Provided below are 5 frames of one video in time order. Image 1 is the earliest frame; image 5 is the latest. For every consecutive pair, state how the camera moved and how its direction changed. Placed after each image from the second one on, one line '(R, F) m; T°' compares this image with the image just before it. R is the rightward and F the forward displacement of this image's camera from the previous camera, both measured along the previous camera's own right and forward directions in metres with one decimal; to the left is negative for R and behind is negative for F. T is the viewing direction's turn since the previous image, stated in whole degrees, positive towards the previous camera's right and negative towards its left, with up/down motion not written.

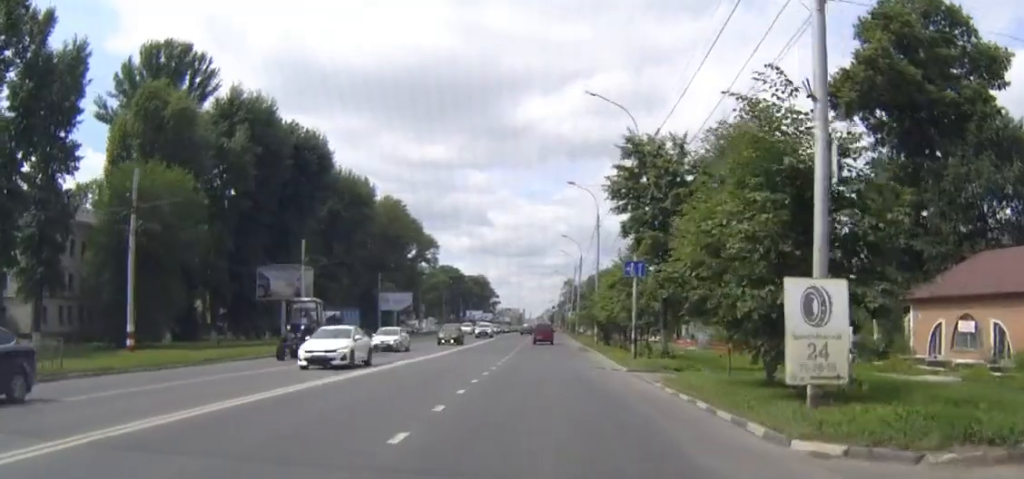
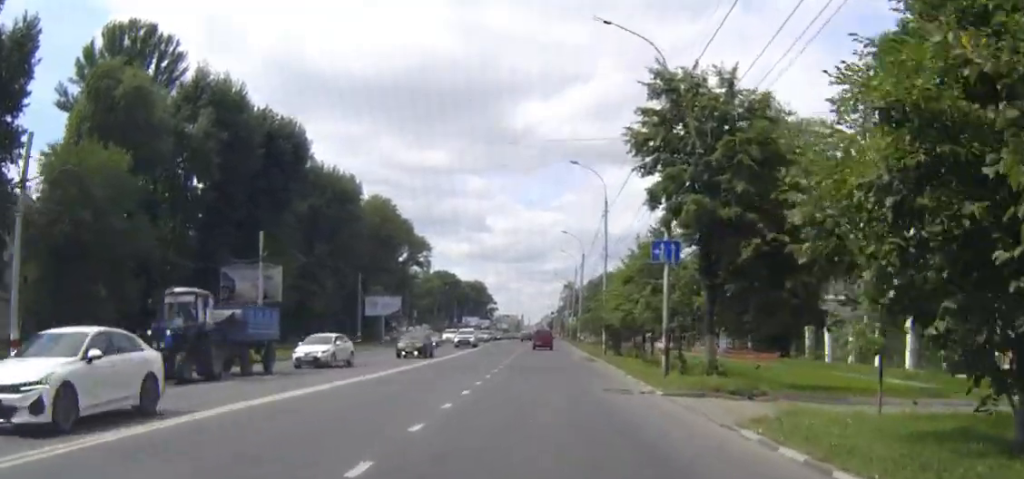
(0.0, +10.0) m; 0°
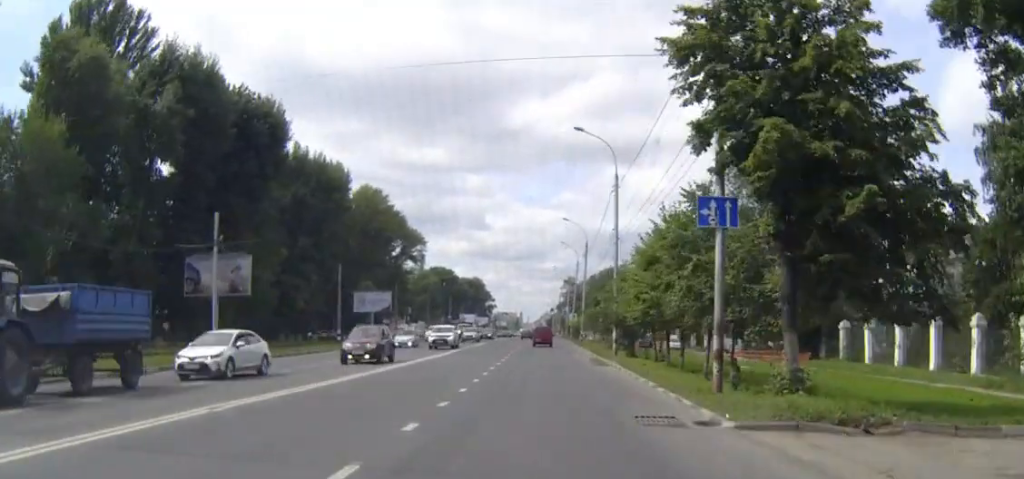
(0.0, +8.2) m; 0°
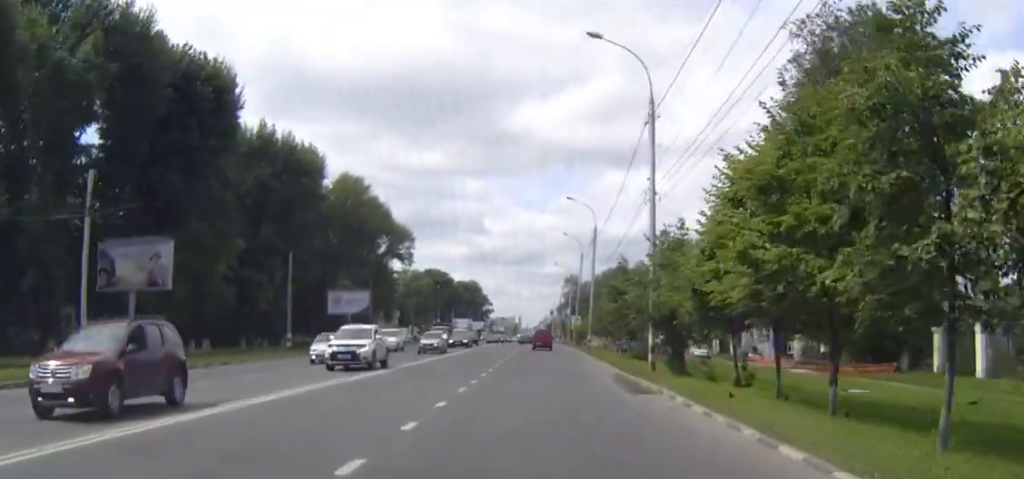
(+0.1, +15.3) m; 0°
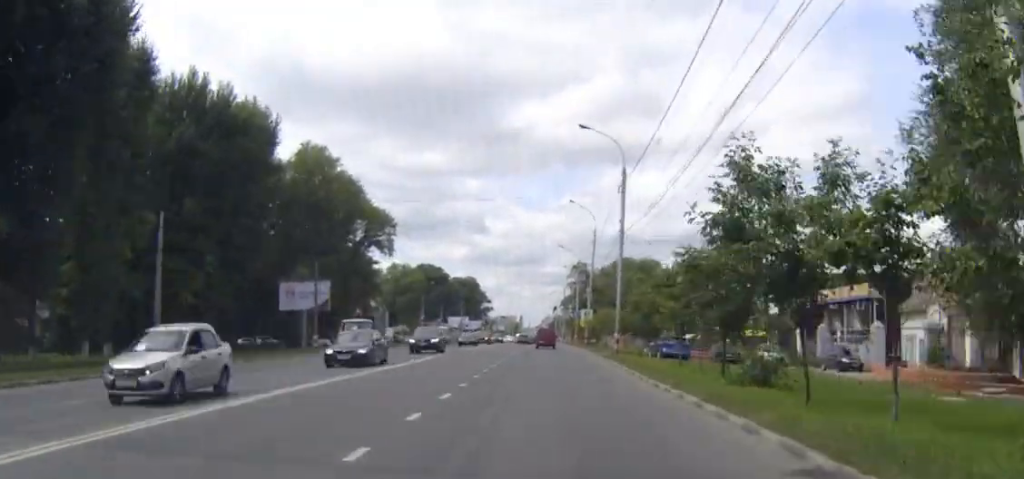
(-0.1, +23.2) m; 0°
